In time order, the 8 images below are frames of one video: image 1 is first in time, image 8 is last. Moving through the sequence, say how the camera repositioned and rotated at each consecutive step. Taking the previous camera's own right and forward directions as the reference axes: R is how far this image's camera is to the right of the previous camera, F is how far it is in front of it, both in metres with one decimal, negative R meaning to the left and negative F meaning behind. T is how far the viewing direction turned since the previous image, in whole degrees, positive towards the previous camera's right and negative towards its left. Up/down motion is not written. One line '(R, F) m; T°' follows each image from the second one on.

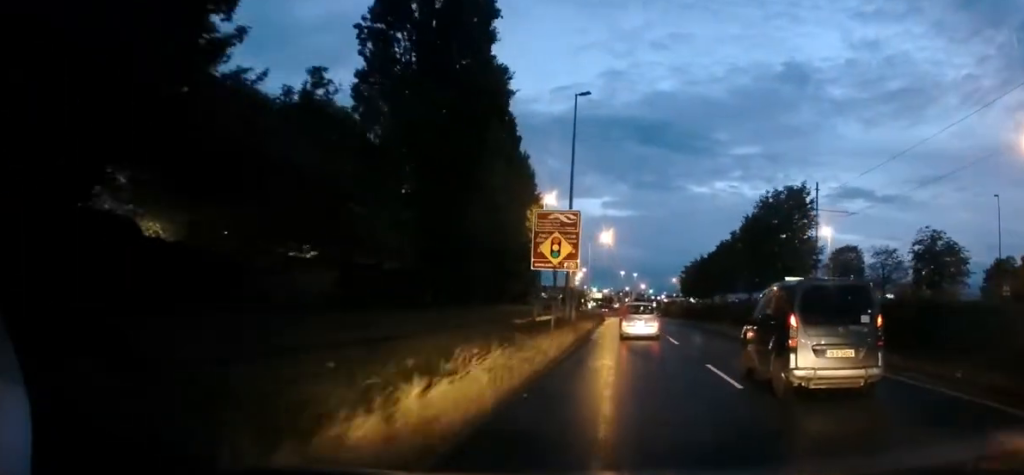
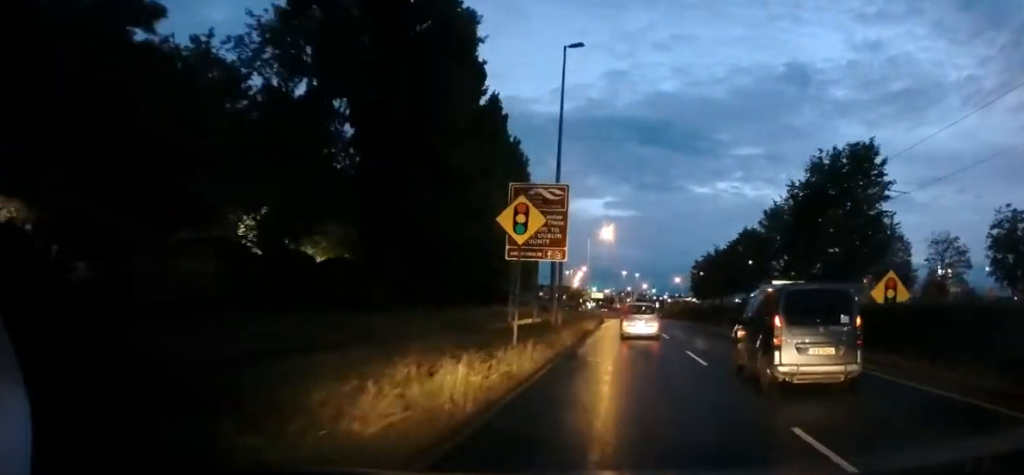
(+0.2, +7.6) m; +1°
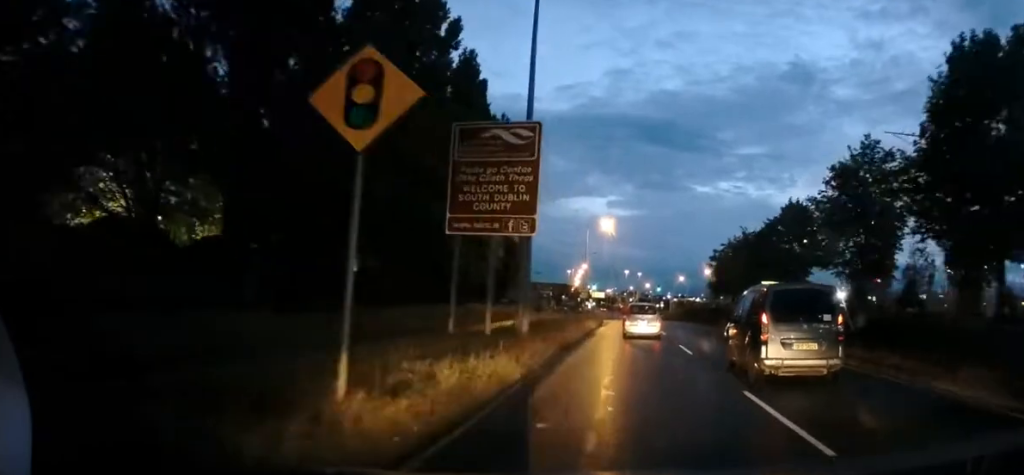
(+0.1, +9.0) m; 0°
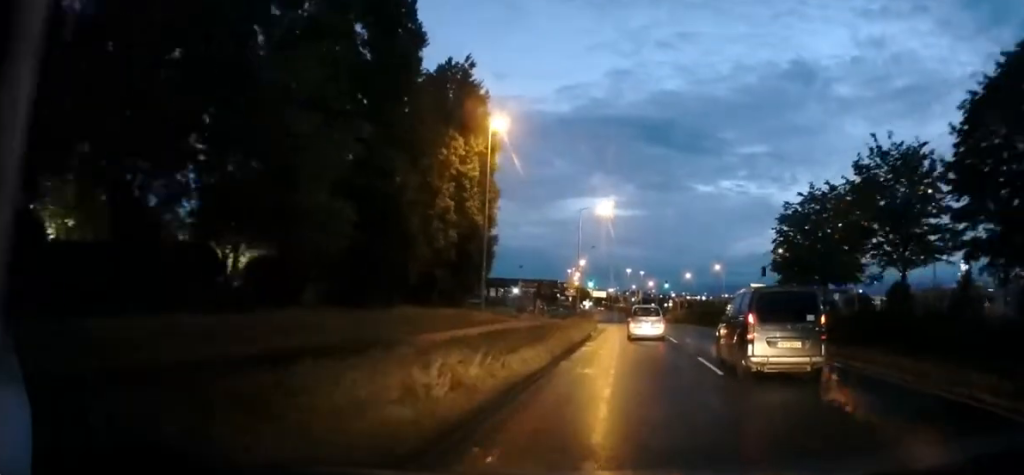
(-0.4, +17.2) m; -1°
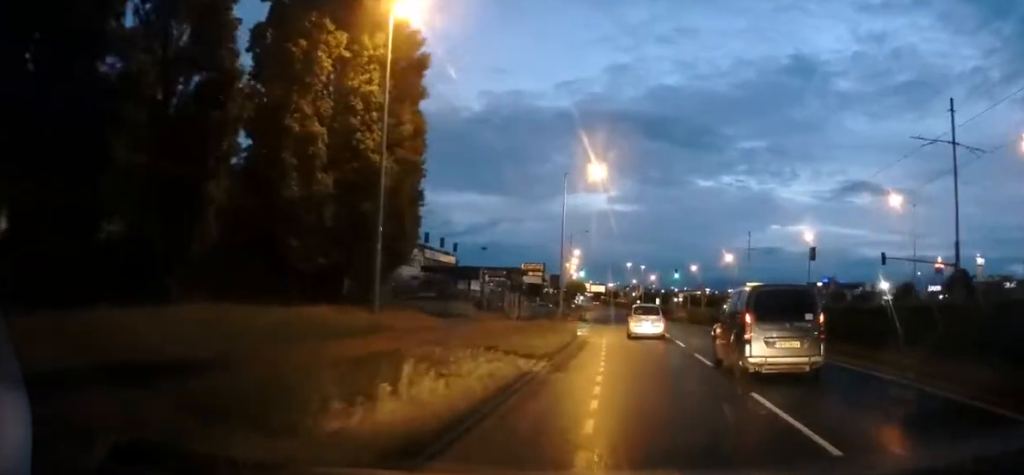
(+0.4, +18.9) m; 0°
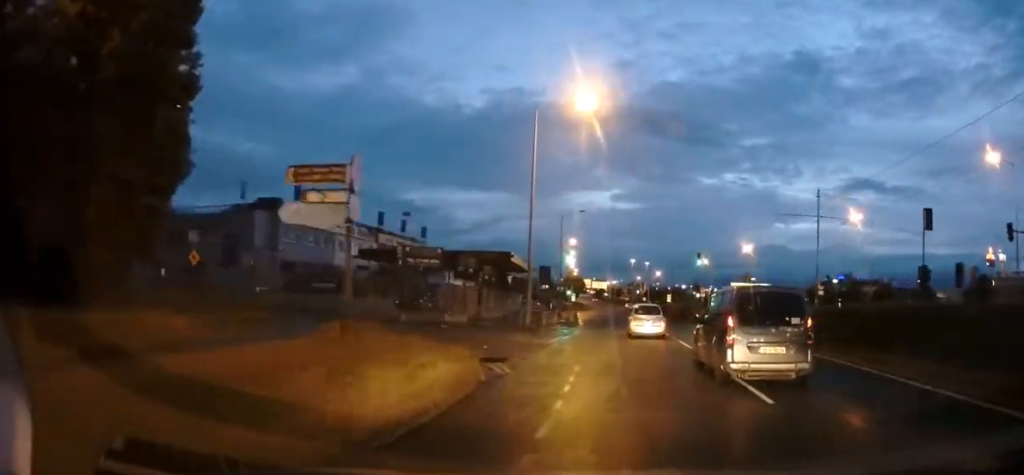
(-0.4, +20.3) m; 0°
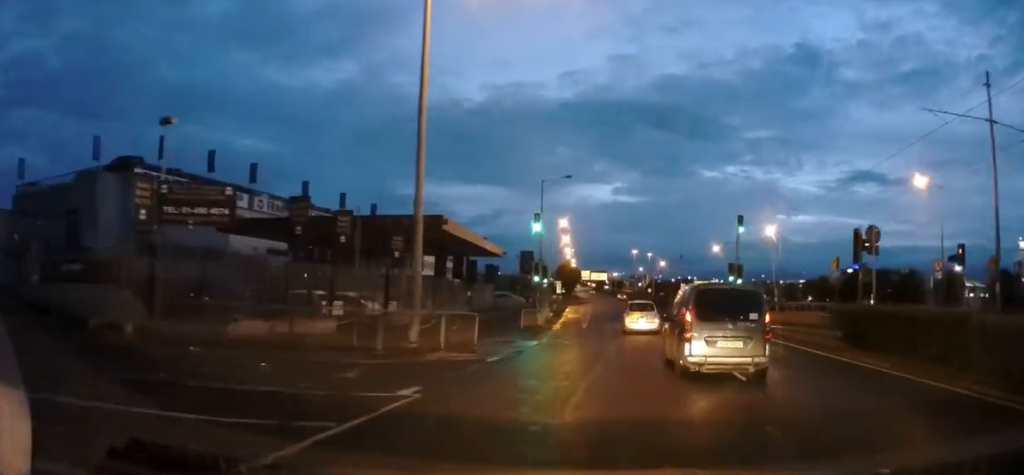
(0.0, +20.2) m; -1°
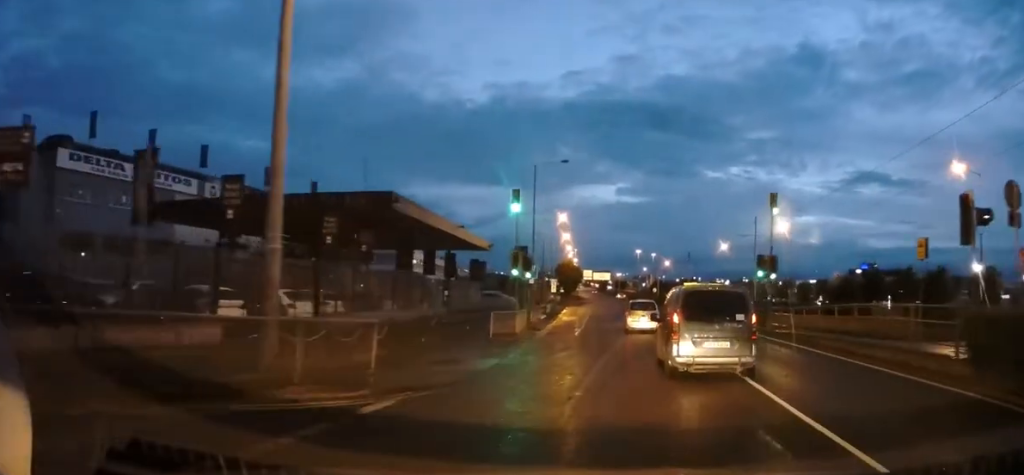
(-0.1, +7.8) m; -1°
